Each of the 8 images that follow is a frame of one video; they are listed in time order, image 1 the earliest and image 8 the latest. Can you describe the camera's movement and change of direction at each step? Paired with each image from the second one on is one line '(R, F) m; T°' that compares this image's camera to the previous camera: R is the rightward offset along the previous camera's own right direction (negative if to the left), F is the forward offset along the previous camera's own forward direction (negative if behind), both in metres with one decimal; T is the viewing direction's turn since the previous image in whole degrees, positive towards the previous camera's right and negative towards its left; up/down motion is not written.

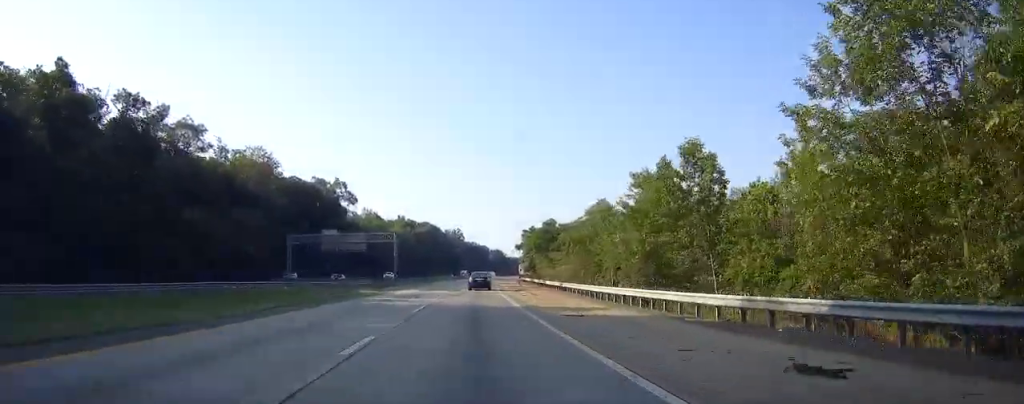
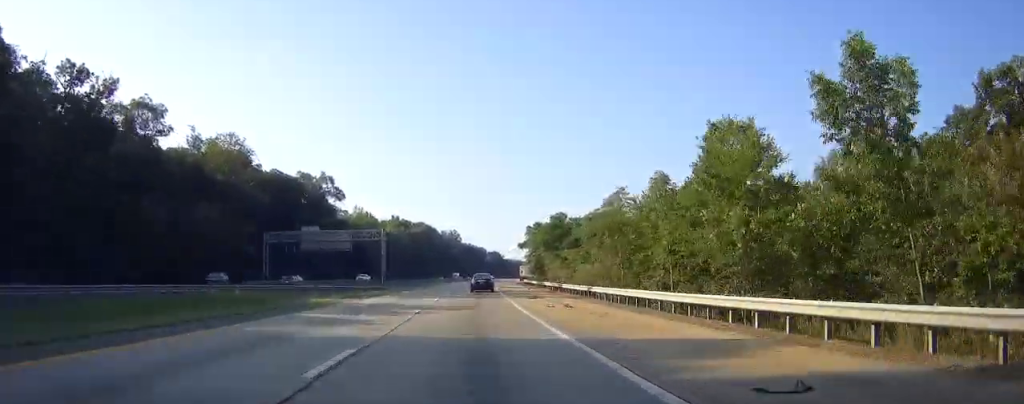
(0.0, +14.4) m; 0°
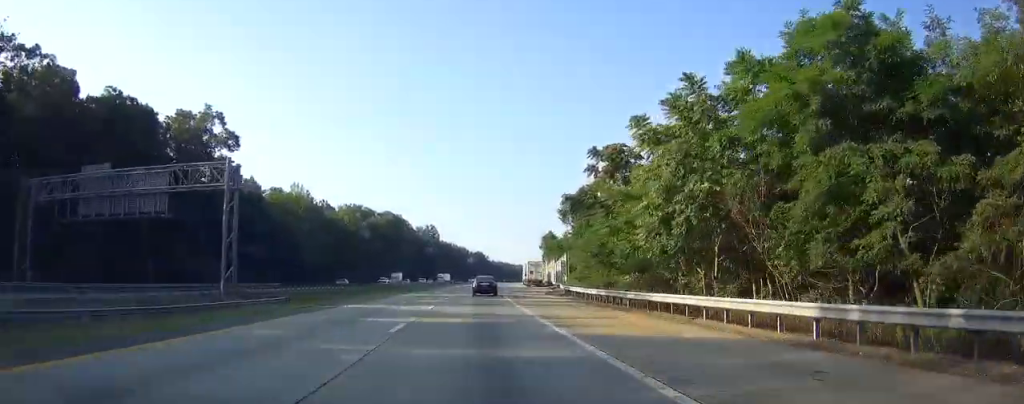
(+1.0, +70.2) m; +1°
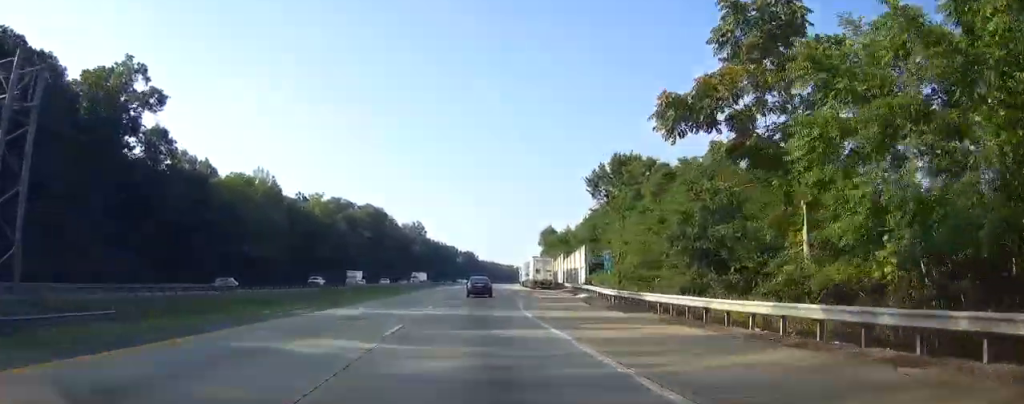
(+0.1, +25.2) m; 0°
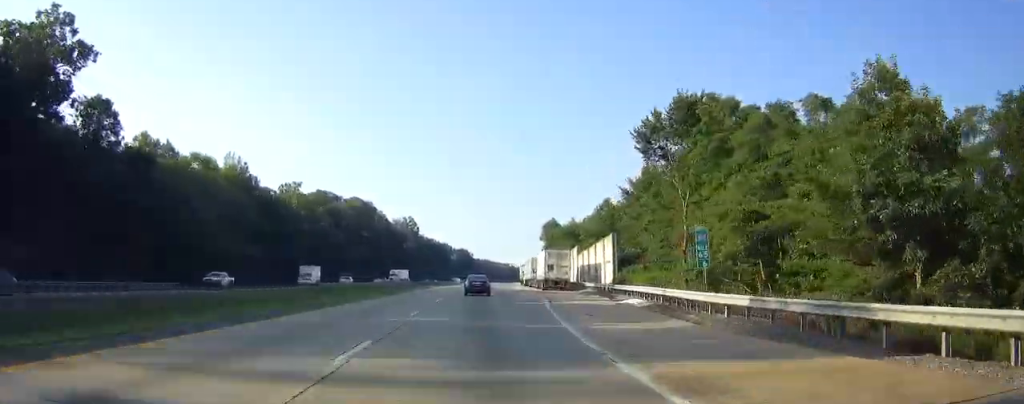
(0.0, +18.0) m; 0°
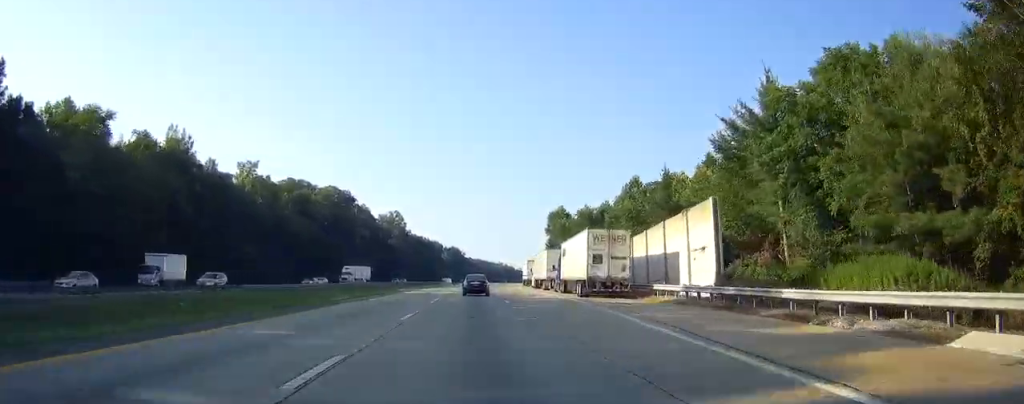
(+0.2, +28.0) m; +1°
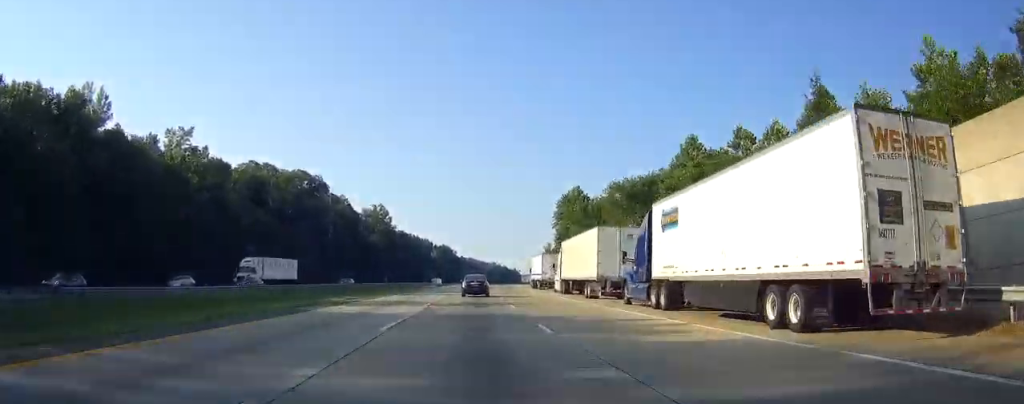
(+0.3, +30.0) m; +1°
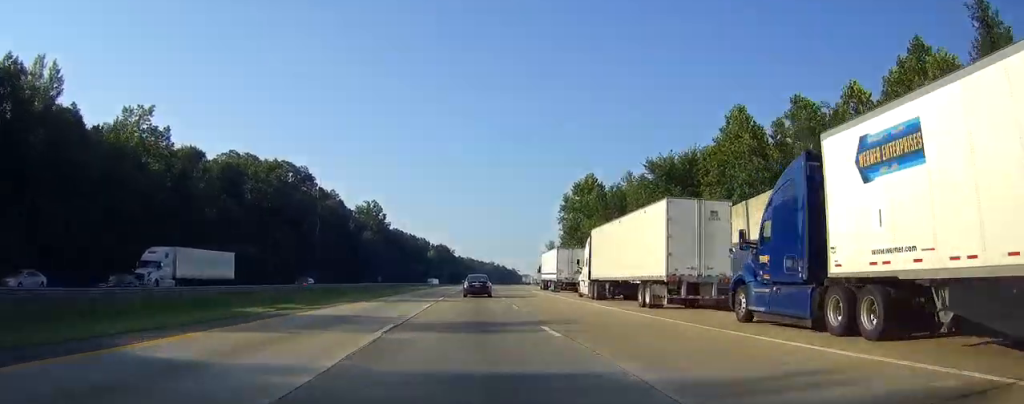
(+0.1, +14.0) m; 0°
